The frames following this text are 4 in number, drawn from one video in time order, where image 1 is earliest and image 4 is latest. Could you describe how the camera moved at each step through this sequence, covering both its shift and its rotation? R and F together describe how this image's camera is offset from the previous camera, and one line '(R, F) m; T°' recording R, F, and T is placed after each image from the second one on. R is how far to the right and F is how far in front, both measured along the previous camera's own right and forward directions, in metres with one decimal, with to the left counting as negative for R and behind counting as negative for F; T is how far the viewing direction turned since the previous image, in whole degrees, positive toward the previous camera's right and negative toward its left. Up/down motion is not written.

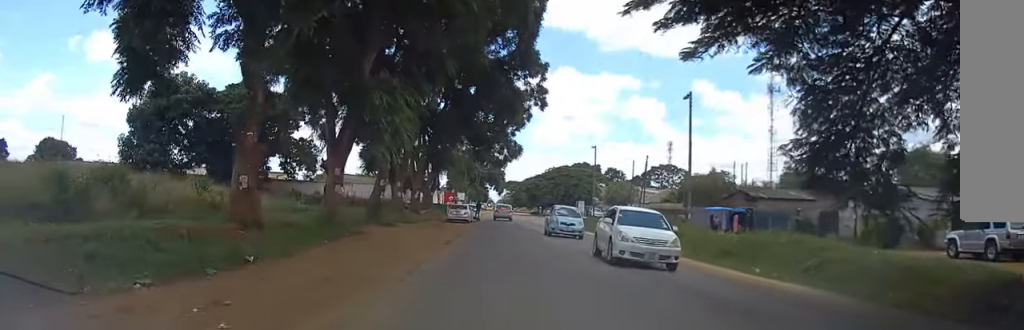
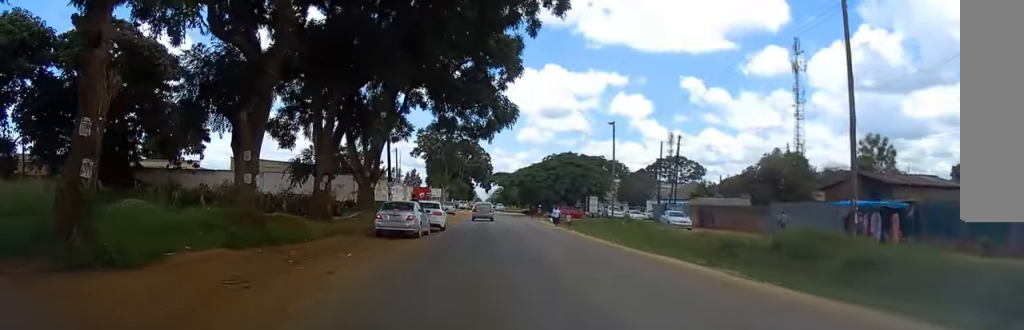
(0.0, +25.0) m; 0°
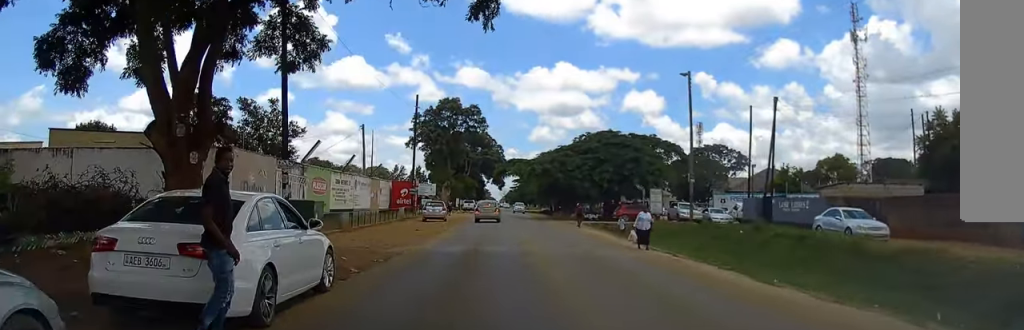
(0.0, +25.5) m; -1°
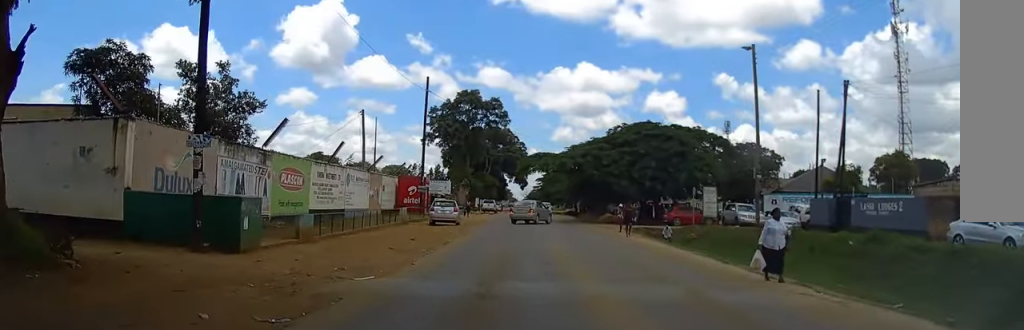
(-0.1, +8.8) m; -1°
